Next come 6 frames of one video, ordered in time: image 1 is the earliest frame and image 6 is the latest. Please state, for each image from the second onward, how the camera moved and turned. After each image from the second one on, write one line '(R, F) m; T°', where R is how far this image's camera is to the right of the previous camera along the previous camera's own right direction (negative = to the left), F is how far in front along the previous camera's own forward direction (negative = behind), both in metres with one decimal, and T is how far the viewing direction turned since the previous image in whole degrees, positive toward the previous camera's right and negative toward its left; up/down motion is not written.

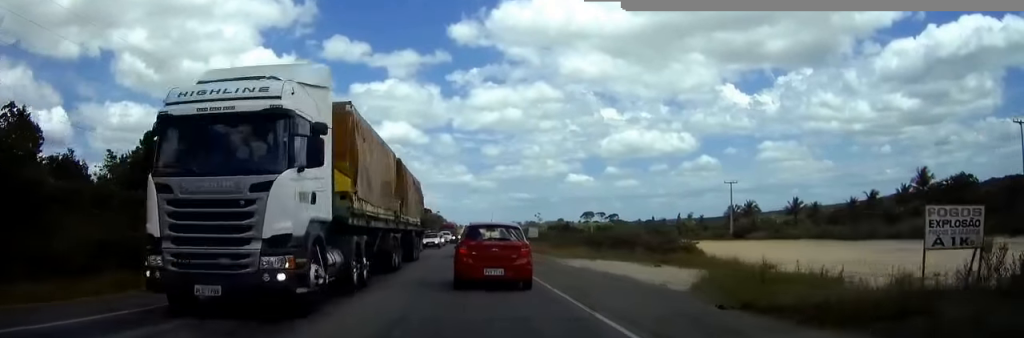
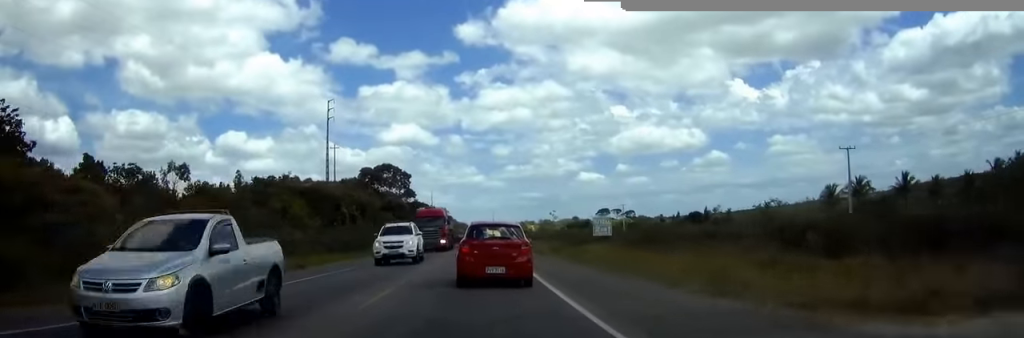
(0.0, +35.8) m; 0°
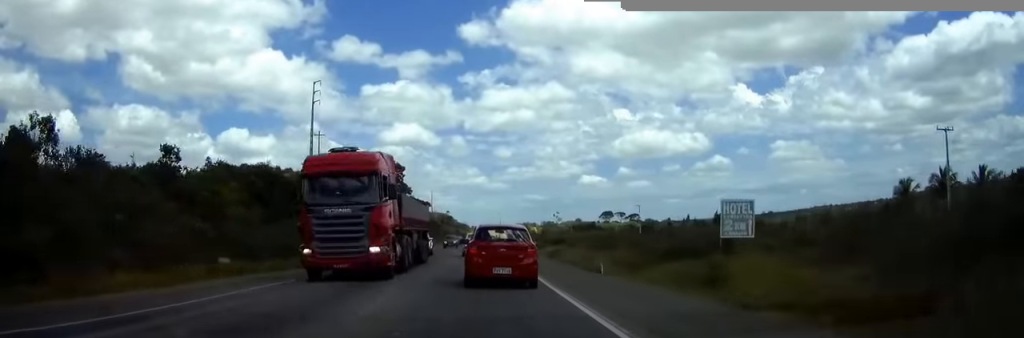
(-0.1, +19.7) m; 0°
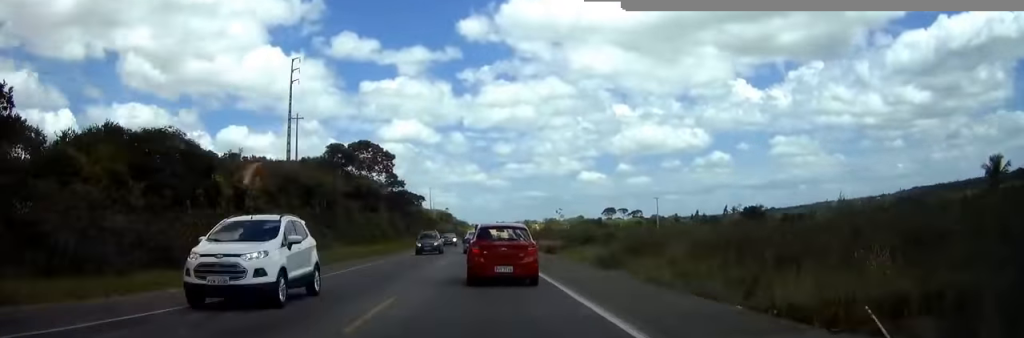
(-0.1, +18.6) m; 0°
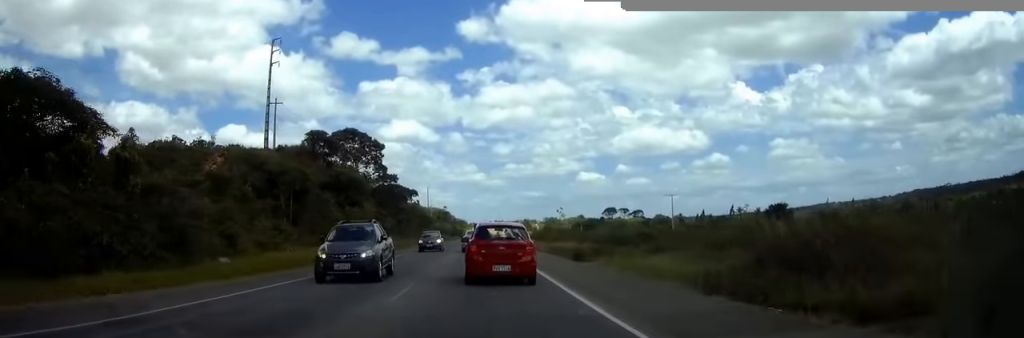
(0.0, +14.4) m; 0°
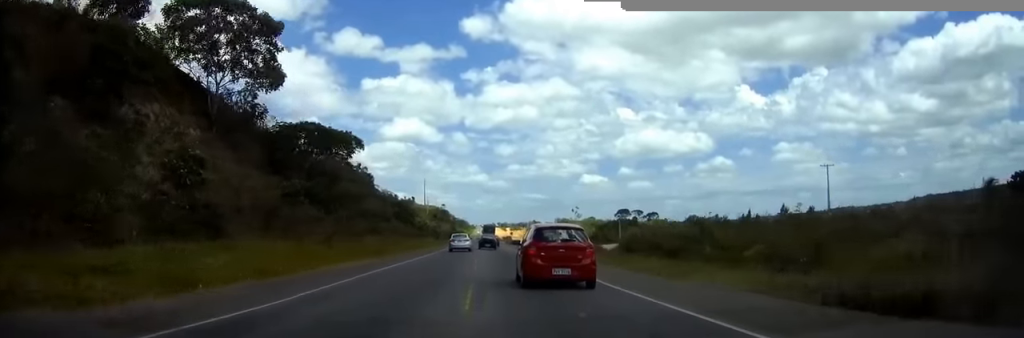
(-0.2, +71.2) m; +1°
